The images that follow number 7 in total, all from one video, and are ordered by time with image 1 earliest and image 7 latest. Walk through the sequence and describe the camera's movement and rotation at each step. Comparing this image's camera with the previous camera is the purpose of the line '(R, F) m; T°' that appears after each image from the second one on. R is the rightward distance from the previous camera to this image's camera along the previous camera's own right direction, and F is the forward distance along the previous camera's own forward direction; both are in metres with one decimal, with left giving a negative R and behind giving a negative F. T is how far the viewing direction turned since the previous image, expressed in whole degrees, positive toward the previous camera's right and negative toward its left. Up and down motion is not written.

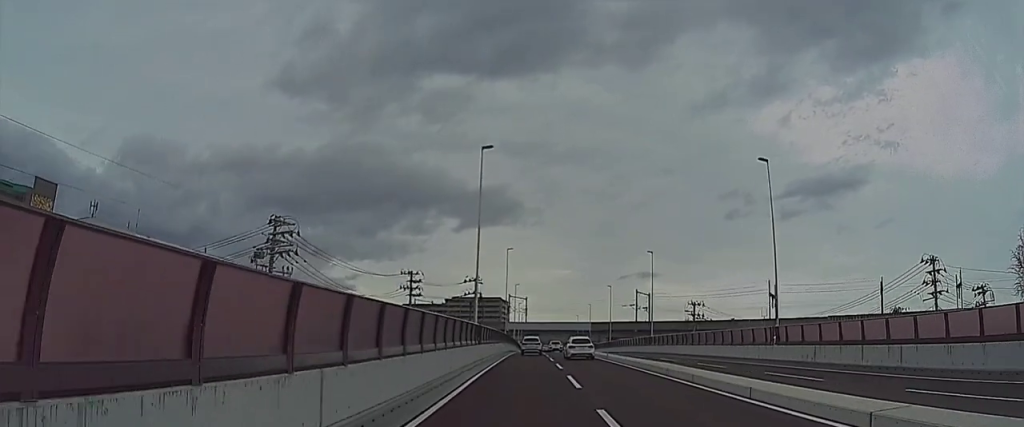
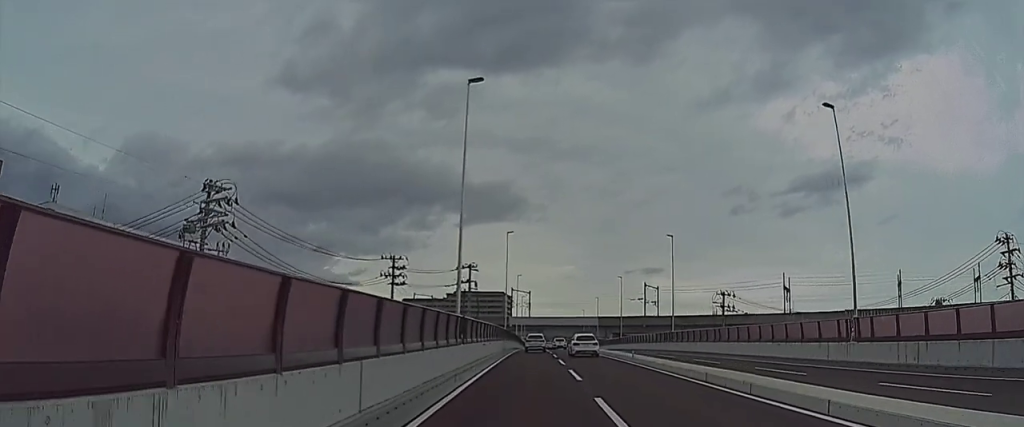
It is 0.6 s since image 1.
(+0.1, +11.4) m; 0°
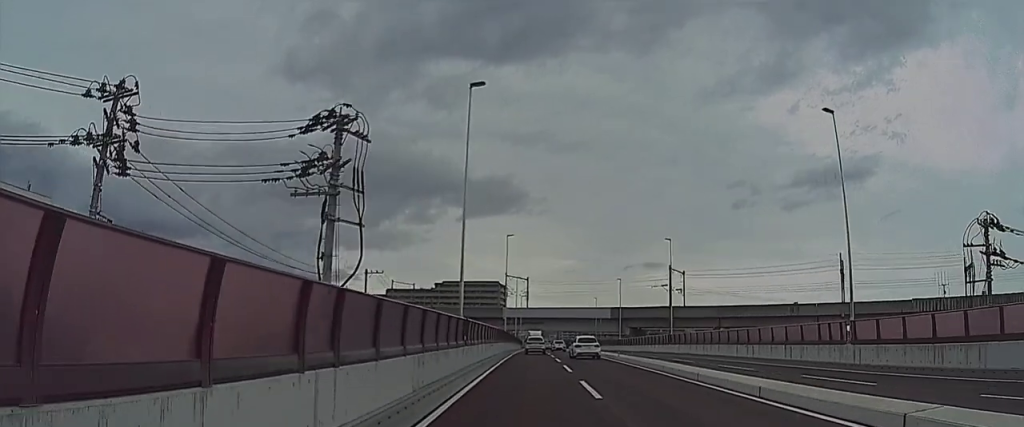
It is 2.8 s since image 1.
(-0.6, +41.3) m; -1°
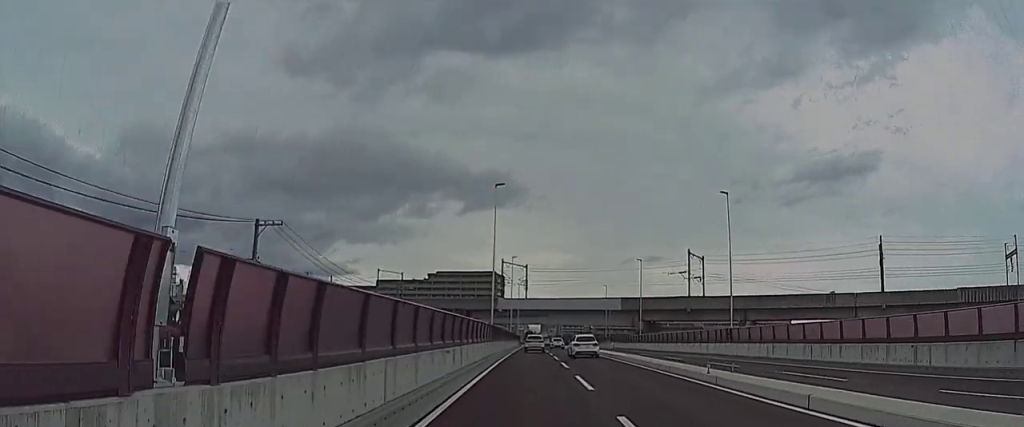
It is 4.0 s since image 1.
(+0.1, +19.6) m; 0°
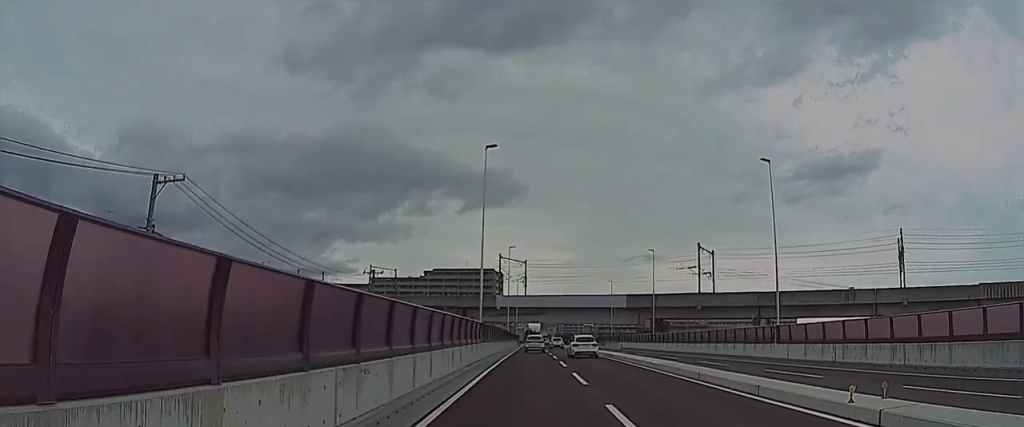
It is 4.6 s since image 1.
(0.0, +8.8) m; 0°
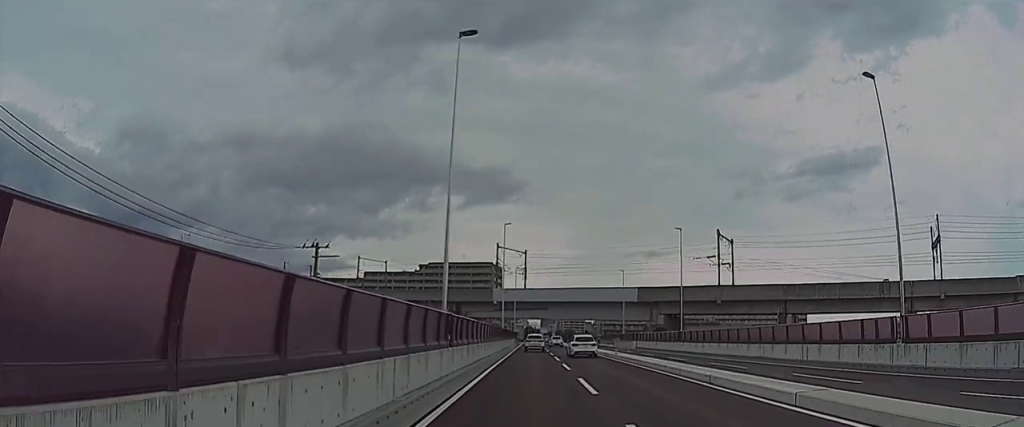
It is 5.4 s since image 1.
(0.0, +12.2) m; 0°
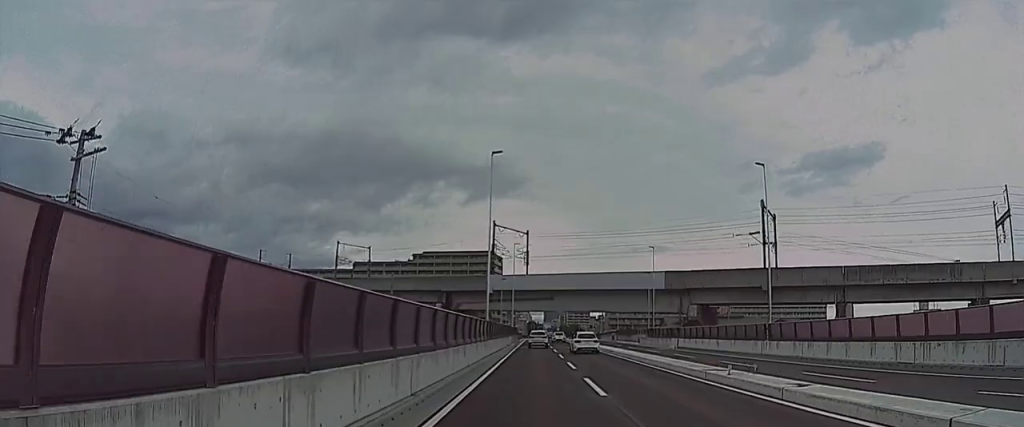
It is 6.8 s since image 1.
(0.0, +18.6) m; 0°
